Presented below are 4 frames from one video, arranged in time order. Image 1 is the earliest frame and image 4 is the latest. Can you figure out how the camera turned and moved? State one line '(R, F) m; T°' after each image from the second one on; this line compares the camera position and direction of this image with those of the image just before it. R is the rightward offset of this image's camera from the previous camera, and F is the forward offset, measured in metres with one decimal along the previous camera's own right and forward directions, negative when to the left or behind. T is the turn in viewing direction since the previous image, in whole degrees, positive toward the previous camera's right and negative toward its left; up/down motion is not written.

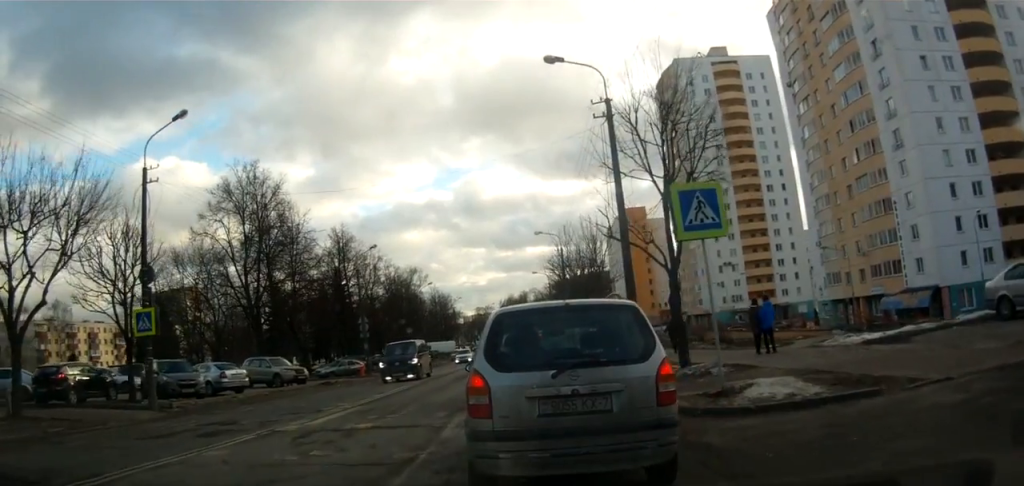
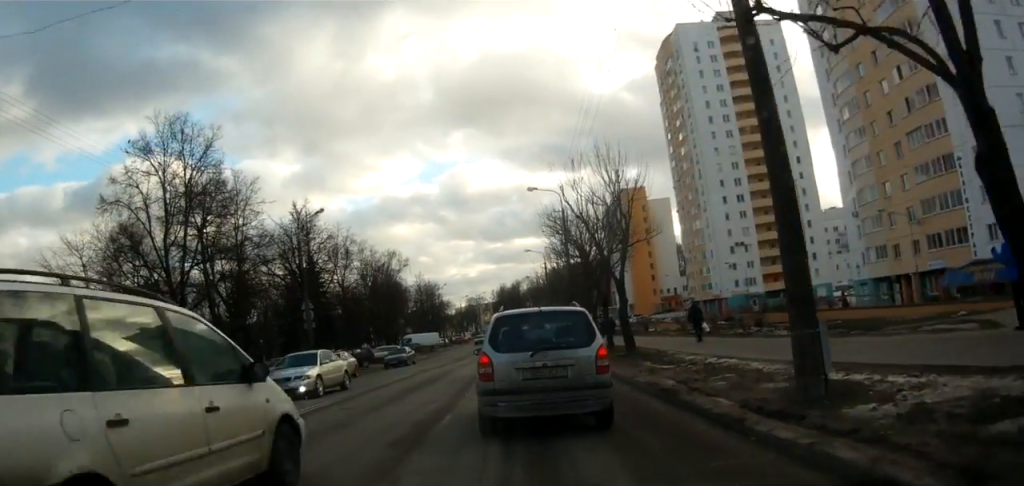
(+0.1, +11.9) m; -1°
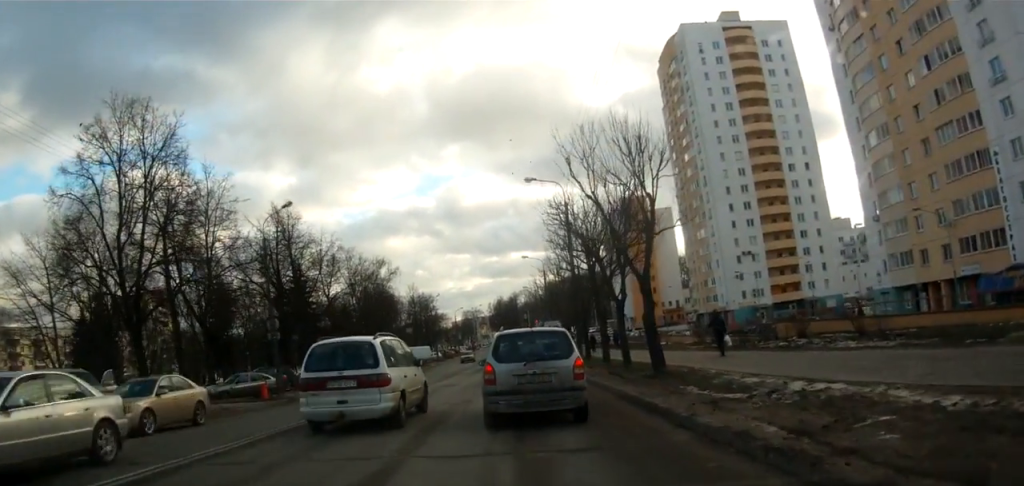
(0.0, +4.9) m; +1°
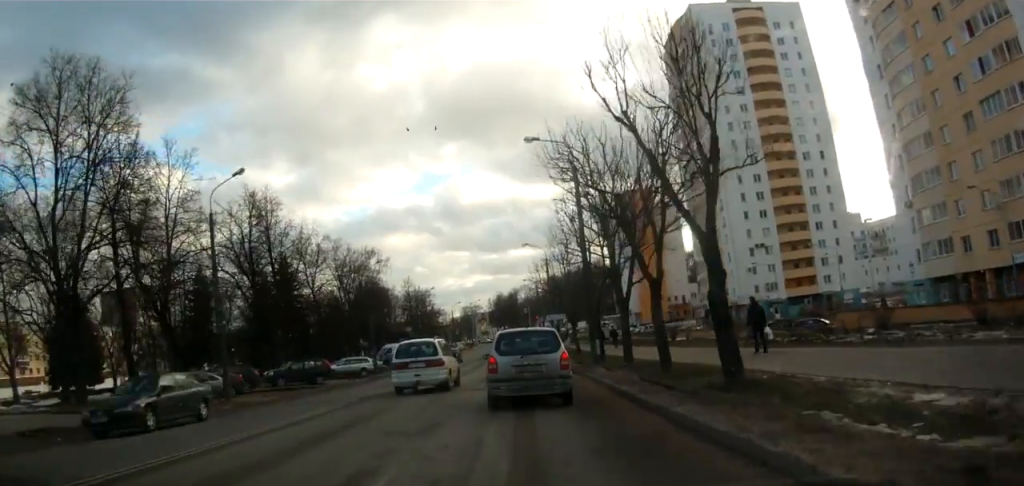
(+0.1, +5.4) m; +1°
